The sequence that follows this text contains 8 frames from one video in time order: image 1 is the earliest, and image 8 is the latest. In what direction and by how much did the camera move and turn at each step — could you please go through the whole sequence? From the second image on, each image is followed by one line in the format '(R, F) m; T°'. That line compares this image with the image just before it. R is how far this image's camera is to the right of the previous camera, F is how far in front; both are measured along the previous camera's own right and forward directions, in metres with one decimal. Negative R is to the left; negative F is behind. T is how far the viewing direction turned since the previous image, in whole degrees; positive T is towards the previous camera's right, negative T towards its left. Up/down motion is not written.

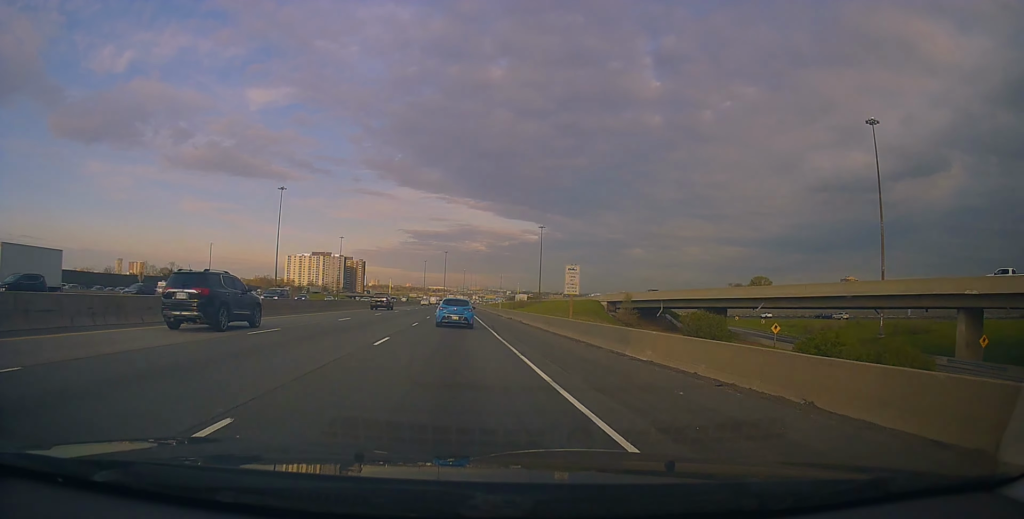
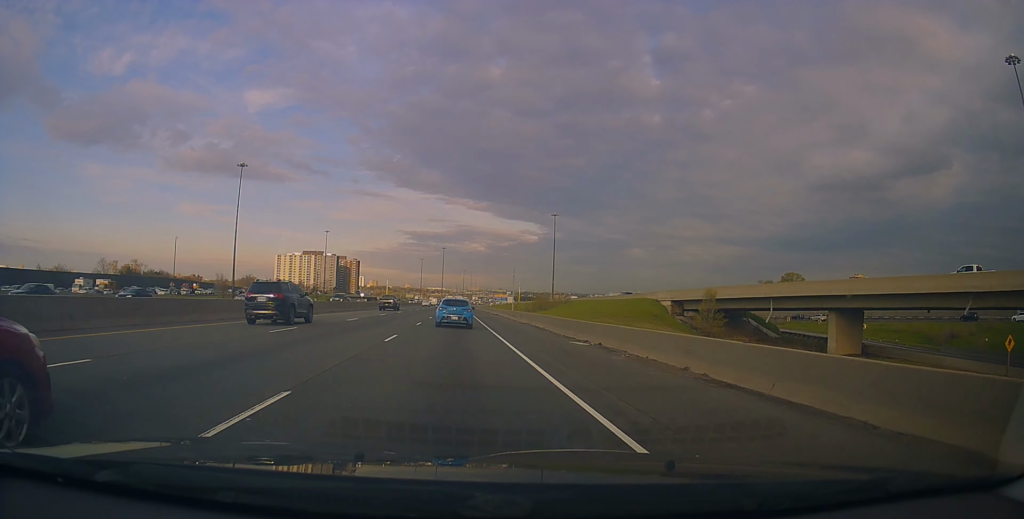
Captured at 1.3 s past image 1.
(+0.5, +35.0) m; 0°
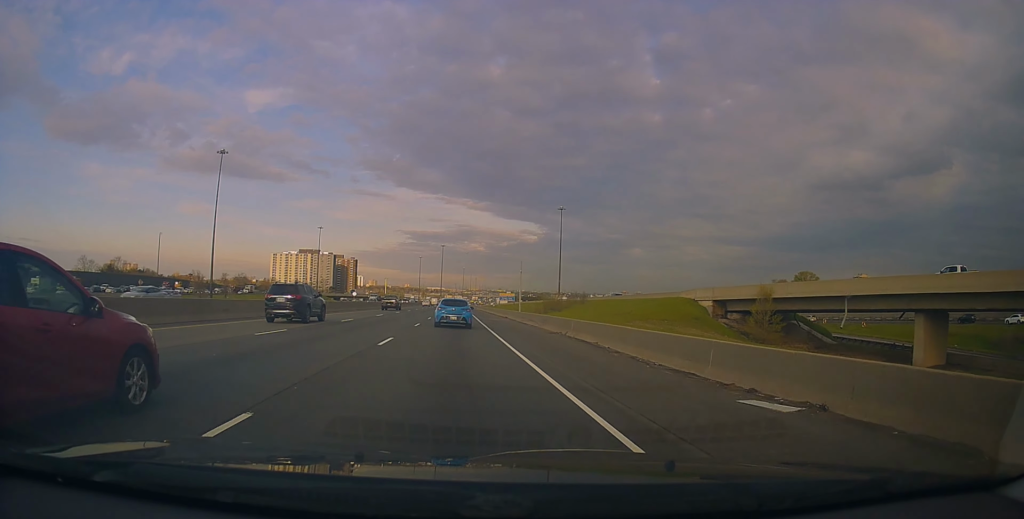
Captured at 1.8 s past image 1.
(-0.4, +14.0) m; 0°
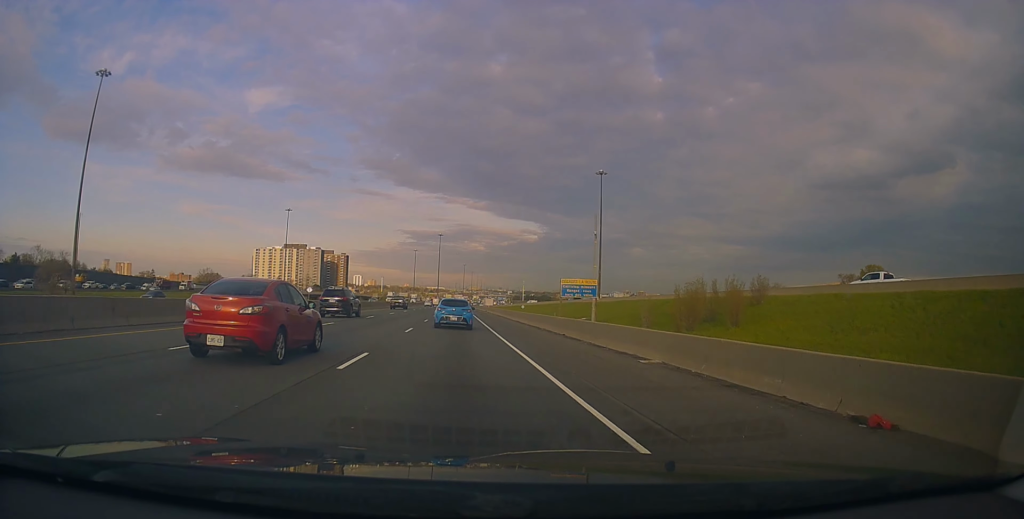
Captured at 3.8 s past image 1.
(+0.2, +53.1) m; 0°
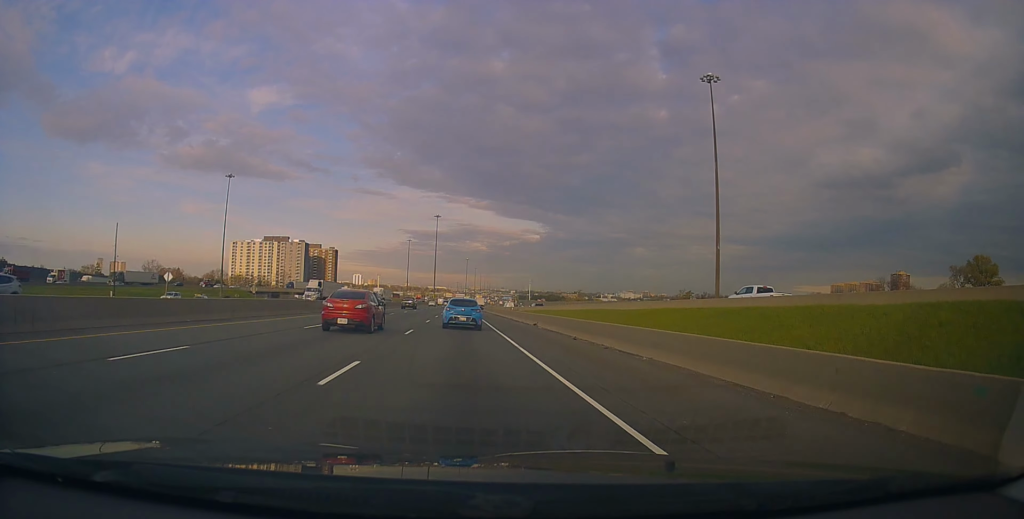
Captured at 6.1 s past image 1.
(-0.7, +64.0) m; 0°
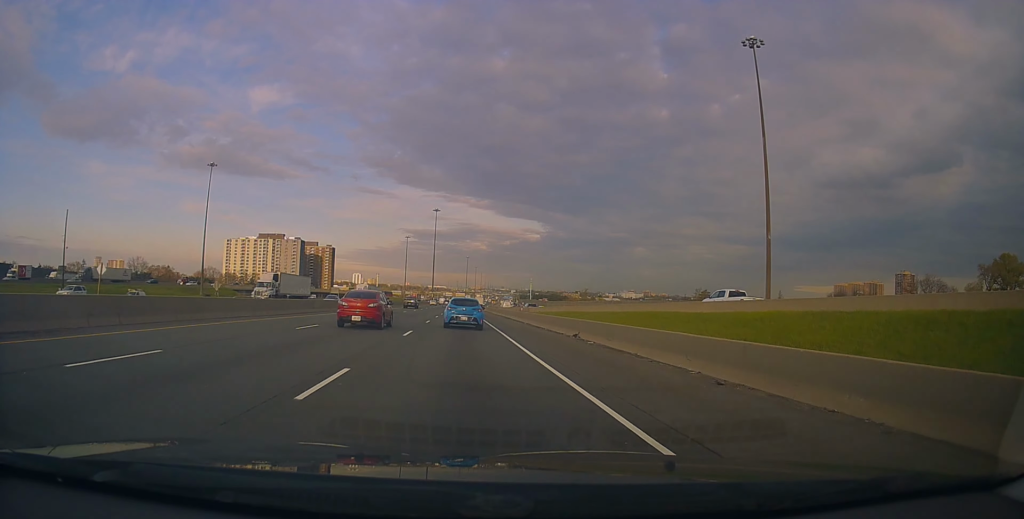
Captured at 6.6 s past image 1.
(+0.2, +13.6) m; 0°
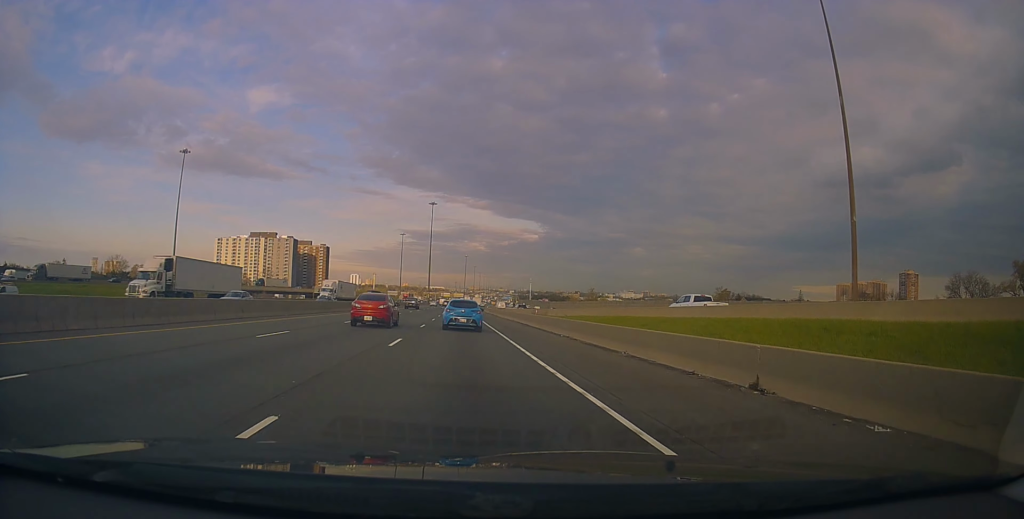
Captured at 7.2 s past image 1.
(+0.2, +16.3) m; +1°
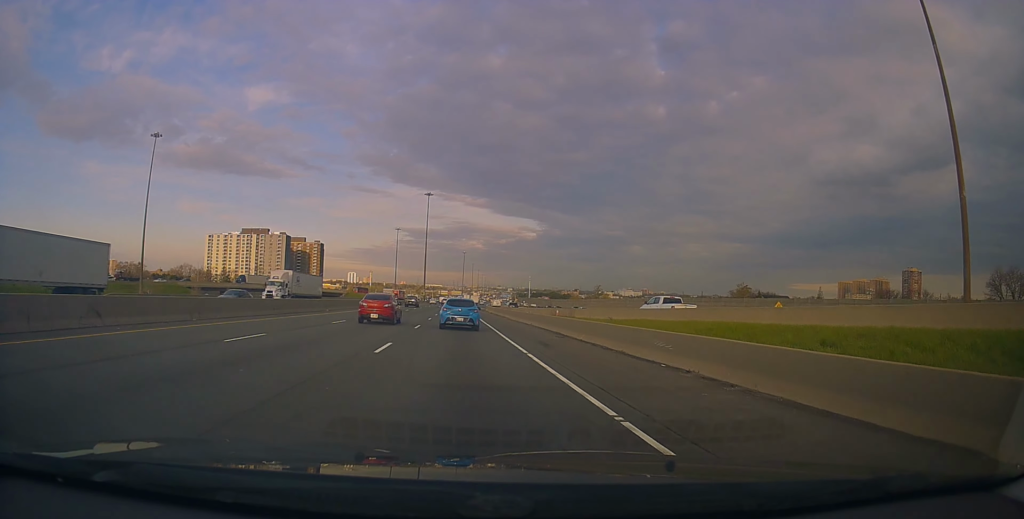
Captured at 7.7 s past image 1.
(0.0, +14.4) m; 0°
